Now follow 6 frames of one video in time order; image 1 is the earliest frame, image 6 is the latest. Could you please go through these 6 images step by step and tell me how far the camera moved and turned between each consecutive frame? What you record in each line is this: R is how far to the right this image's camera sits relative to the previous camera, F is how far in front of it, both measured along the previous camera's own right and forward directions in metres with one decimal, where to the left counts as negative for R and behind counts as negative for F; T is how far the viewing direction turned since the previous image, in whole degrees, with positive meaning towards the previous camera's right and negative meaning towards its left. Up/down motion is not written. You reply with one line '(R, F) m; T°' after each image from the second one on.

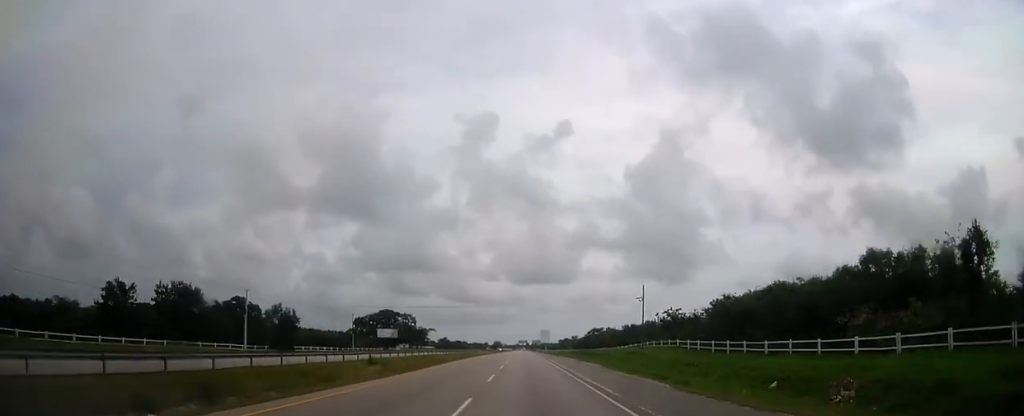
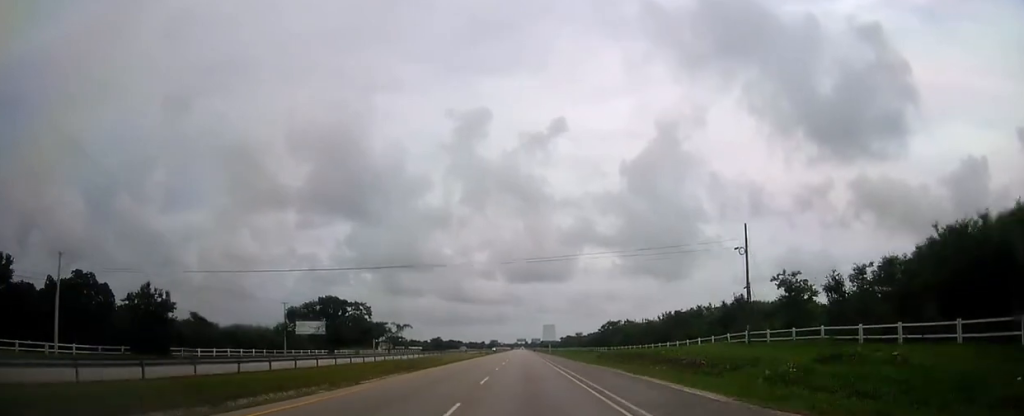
(0.0, +49.5) m; 0°
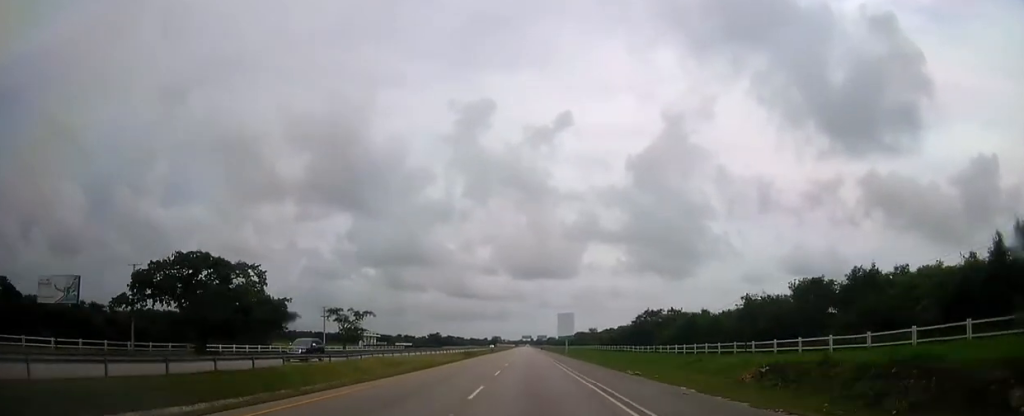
(-0.1, +54.6) m; 0°
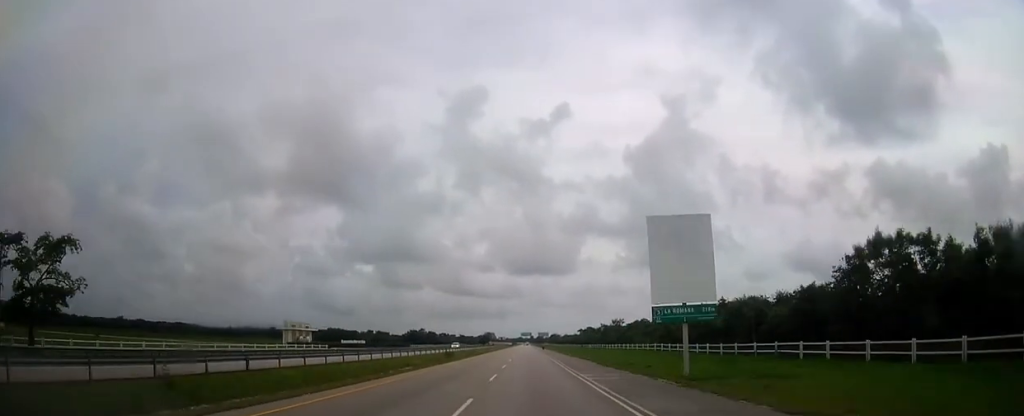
(+0.1, +100.7) m; 0°
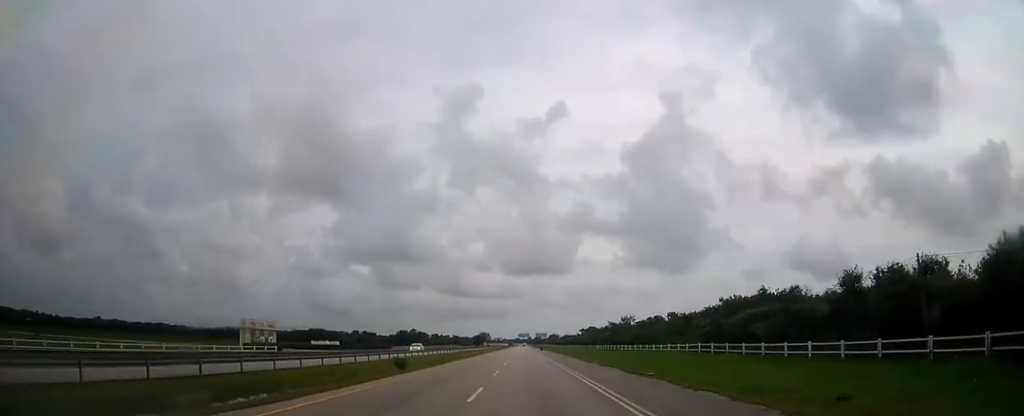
(-0.1, +31.1) m; 0°
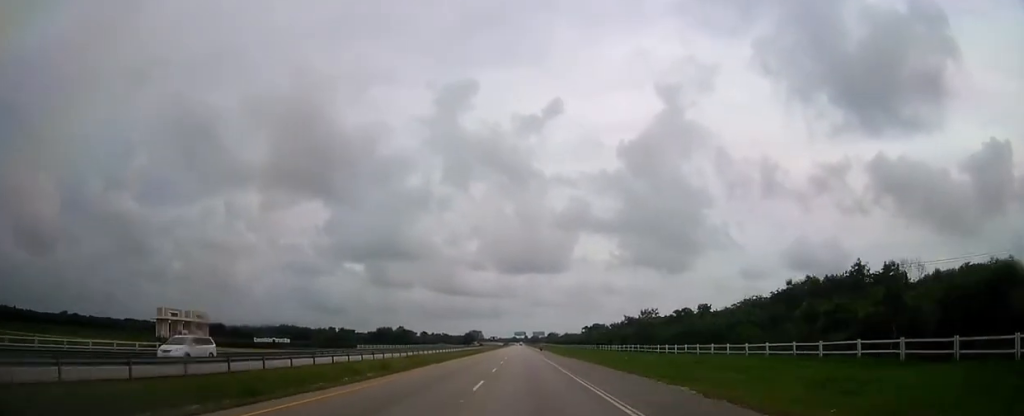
(0.0, +45.2) m; 0°
